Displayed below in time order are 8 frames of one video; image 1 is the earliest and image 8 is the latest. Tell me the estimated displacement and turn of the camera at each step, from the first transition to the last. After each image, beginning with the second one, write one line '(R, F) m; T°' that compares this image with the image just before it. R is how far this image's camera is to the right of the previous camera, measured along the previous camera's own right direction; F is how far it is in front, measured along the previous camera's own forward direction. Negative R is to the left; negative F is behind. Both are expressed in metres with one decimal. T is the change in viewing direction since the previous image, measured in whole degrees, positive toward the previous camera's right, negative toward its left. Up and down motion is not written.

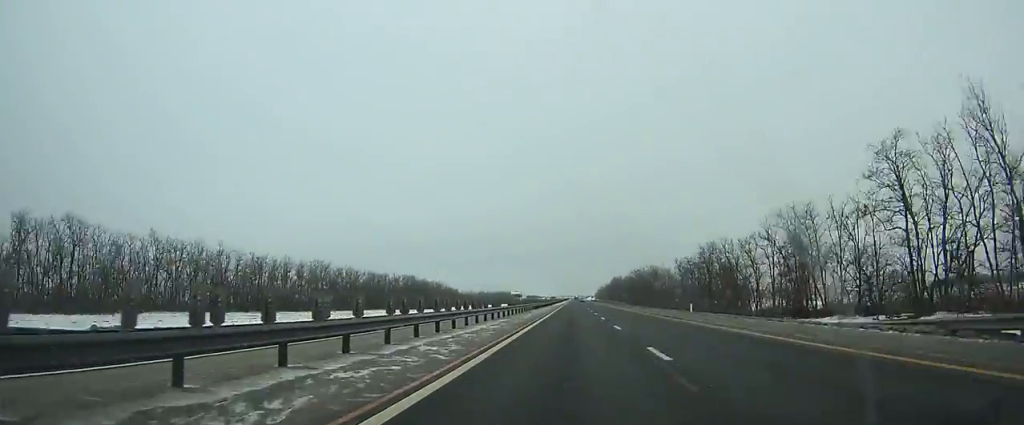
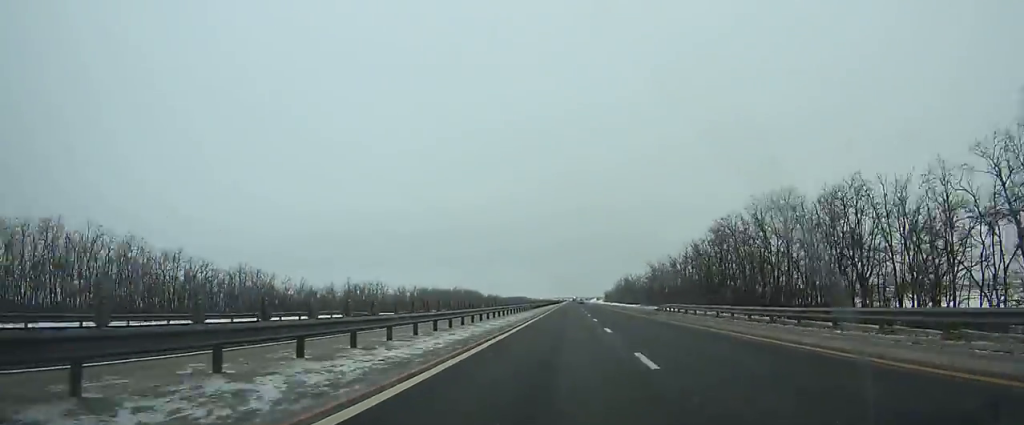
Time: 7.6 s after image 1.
(-0.2, +227.1) m; 0°
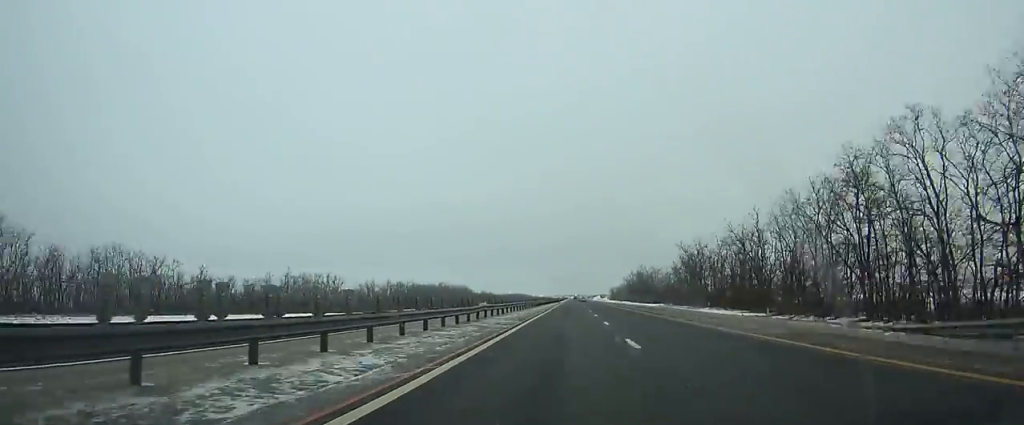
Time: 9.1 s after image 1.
(-0.4, +43.9) m; 0°
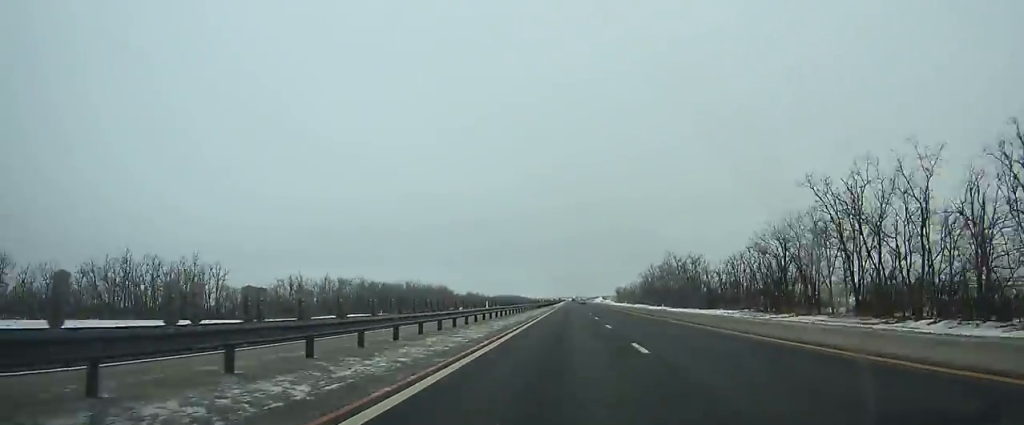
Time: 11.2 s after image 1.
(+0.3, +60.8) m; 0°
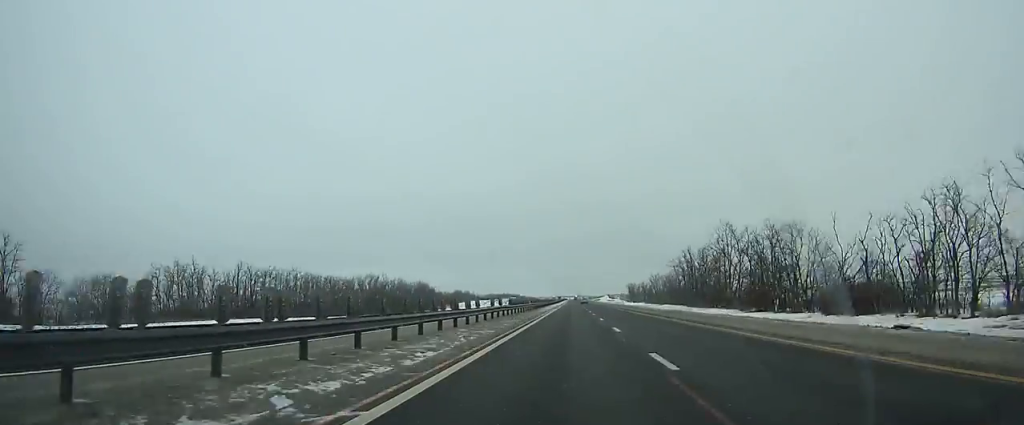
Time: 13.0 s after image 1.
(+0.2, +51.8) m; 0°
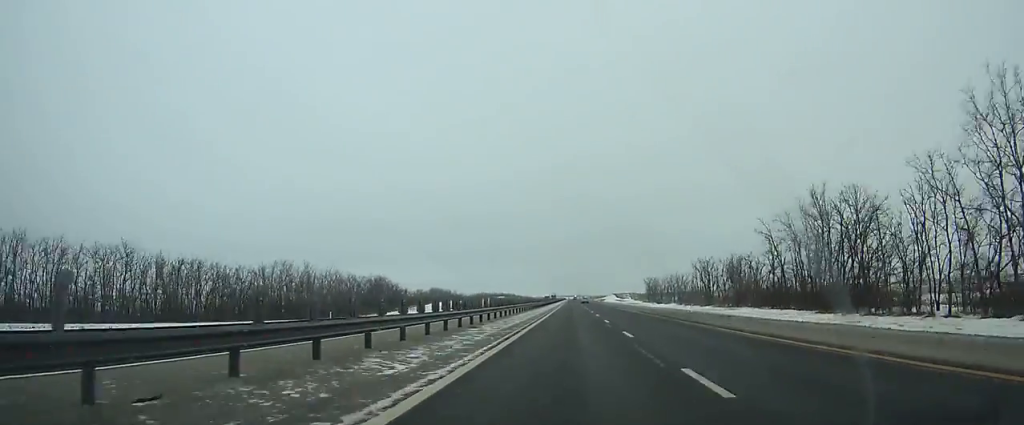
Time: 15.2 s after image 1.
(-0.1, +63.0) m; 0°
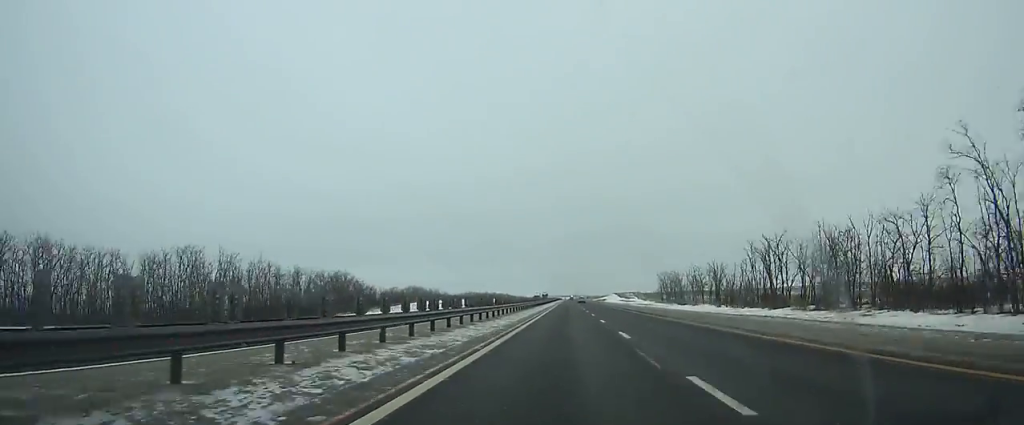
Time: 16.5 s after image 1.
(0.0, +37.0) m; 0°
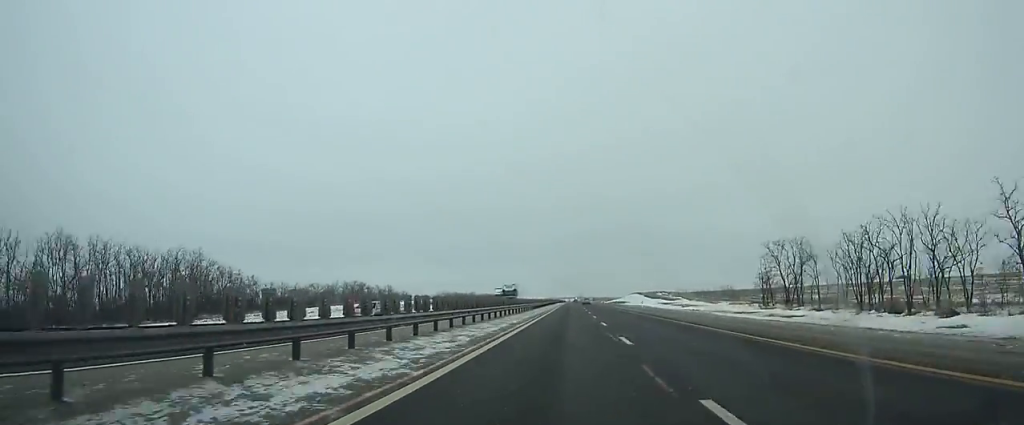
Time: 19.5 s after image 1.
(0.0, +85.5) m; 0°
